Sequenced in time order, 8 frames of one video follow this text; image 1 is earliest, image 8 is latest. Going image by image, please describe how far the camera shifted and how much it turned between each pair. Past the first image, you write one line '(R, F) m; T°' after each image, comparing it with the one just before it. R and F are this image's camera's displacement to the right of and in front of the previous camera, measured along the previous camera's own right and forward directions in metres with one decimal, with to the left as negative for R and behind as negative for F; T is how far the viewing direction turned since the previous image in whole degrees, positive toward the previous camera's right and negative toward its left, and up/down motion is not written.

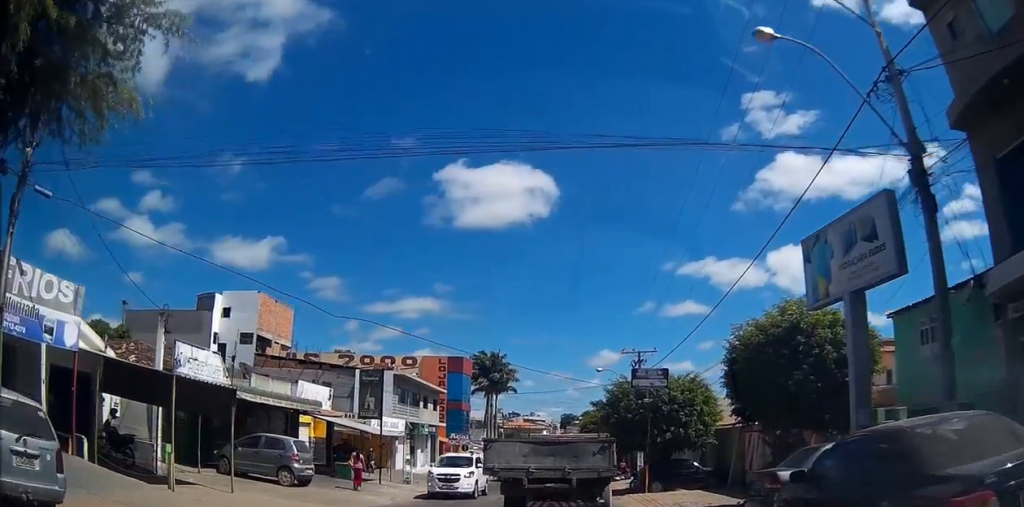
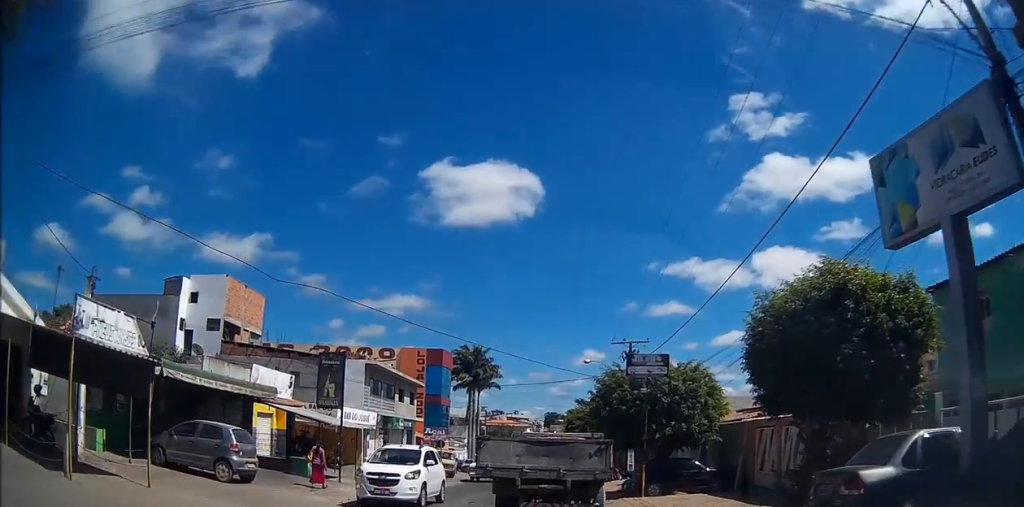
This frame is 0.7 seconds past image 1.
(0.0, +2.9) m; 0°
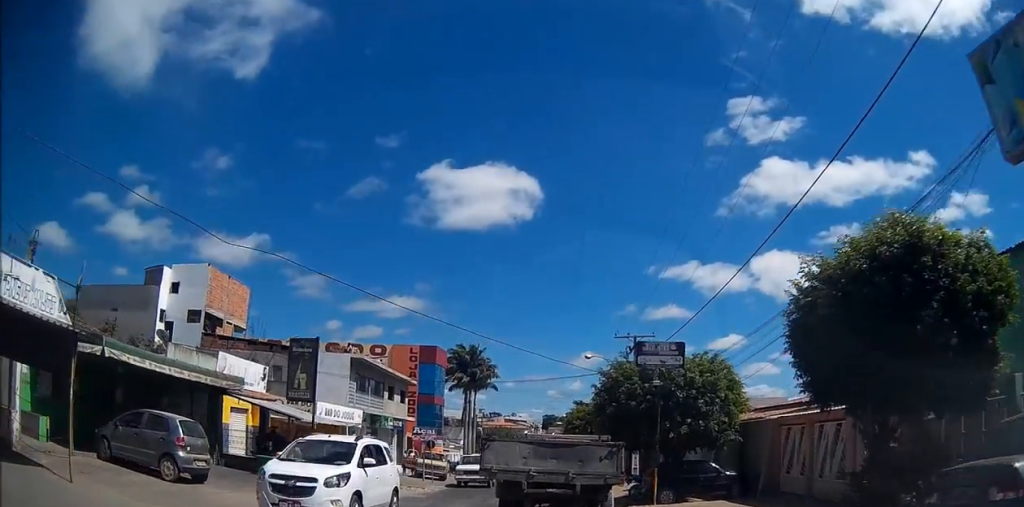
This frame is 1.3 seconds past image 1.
(0.0, +2.4) m; 0°
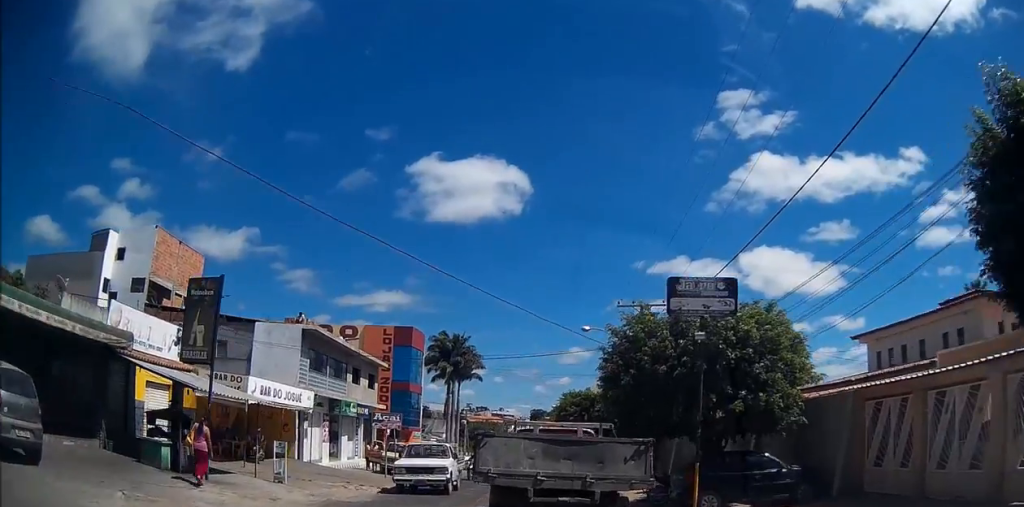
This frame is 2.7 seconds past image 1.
(0.0, +6.1) m; +5°
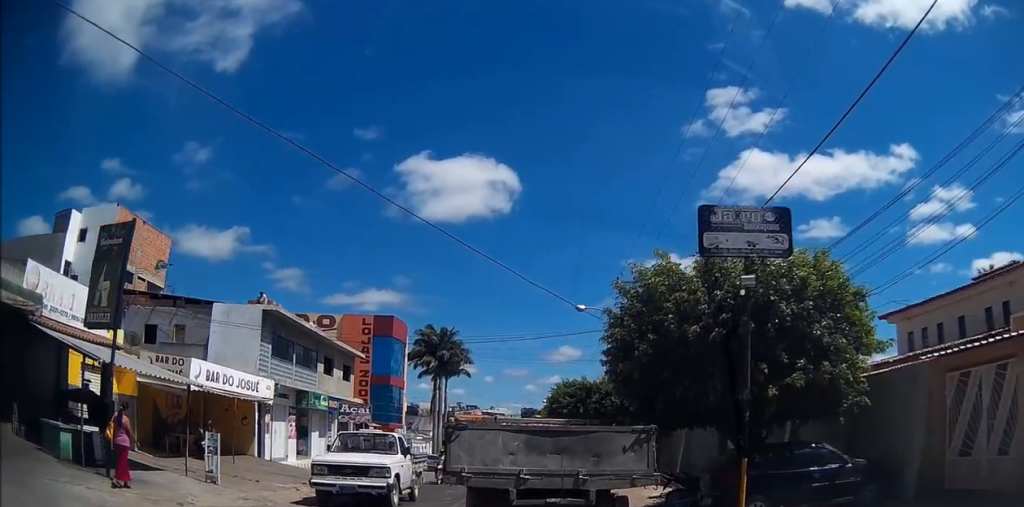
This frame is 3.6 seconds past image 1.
(+0.4, +4.0) m; +1°
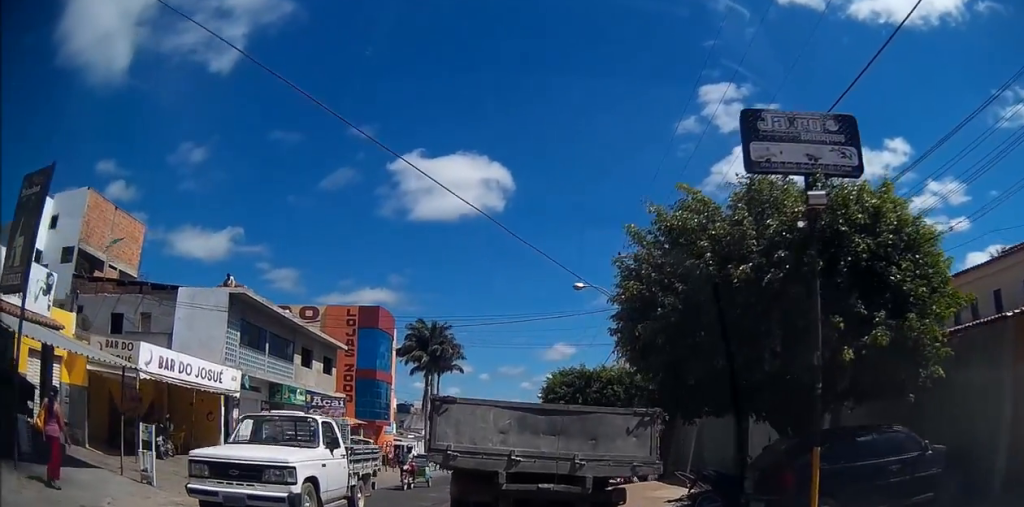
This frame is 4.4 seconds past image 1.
(-0.2, +3.3) m; +3°
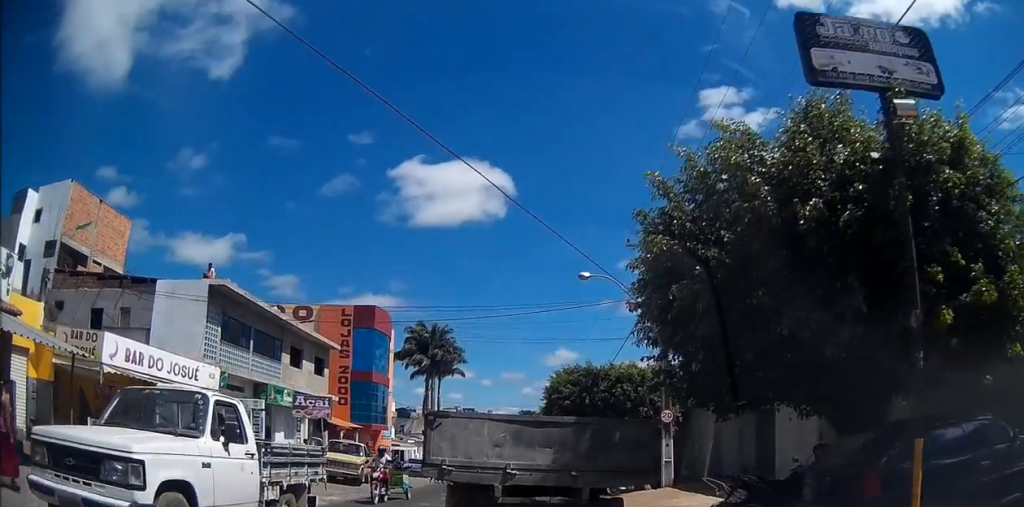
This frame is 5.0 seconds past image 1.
(+0.1, +2.4) m; +1°
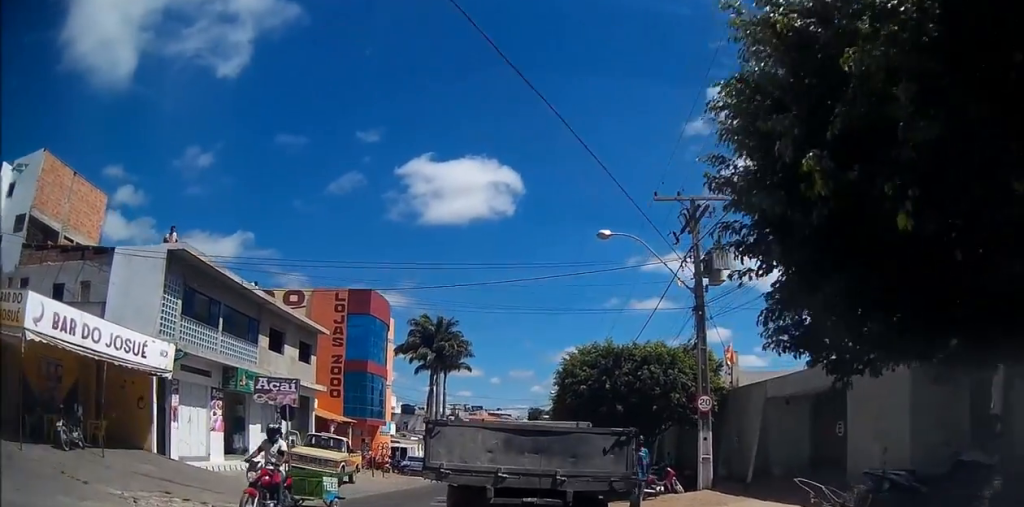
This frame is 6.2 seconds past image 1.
(+0.1, +4.1) m; -1°
